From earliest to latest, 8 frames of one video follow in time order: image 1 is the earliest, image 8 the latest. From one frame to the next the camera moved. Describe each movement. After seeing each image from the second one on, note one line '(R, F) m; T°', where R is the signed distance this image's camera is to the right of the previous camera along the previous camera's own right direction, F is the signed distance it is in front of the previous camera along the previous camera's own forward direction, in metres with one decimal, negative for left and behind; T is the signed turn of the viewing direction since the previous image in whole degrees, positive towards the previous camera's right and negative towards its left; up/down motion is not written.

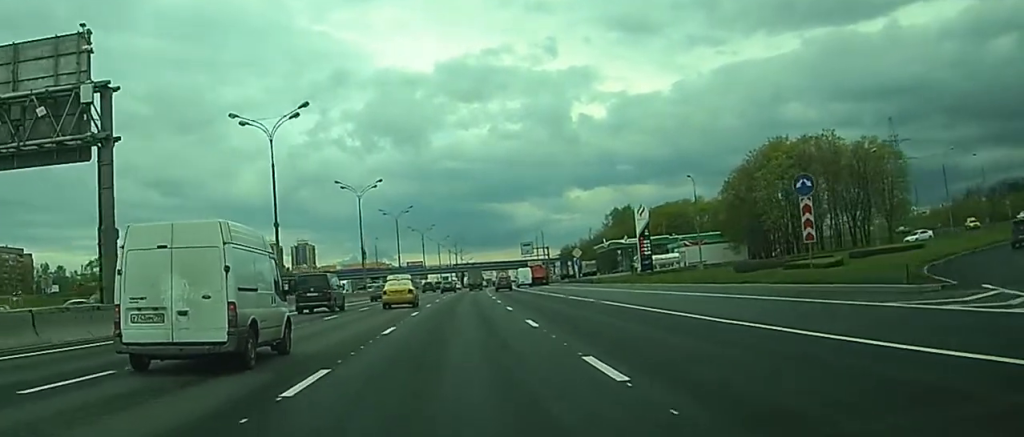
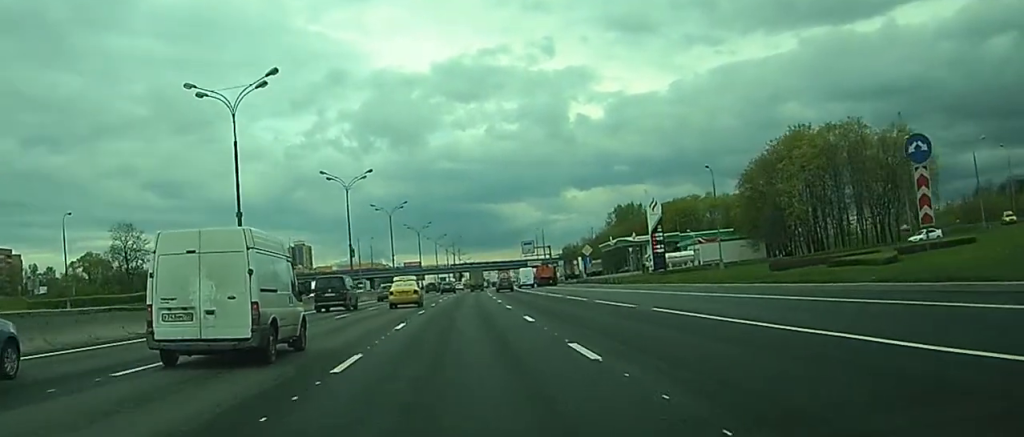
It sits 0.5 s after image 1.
(+0.1, +9.6) m; +1°
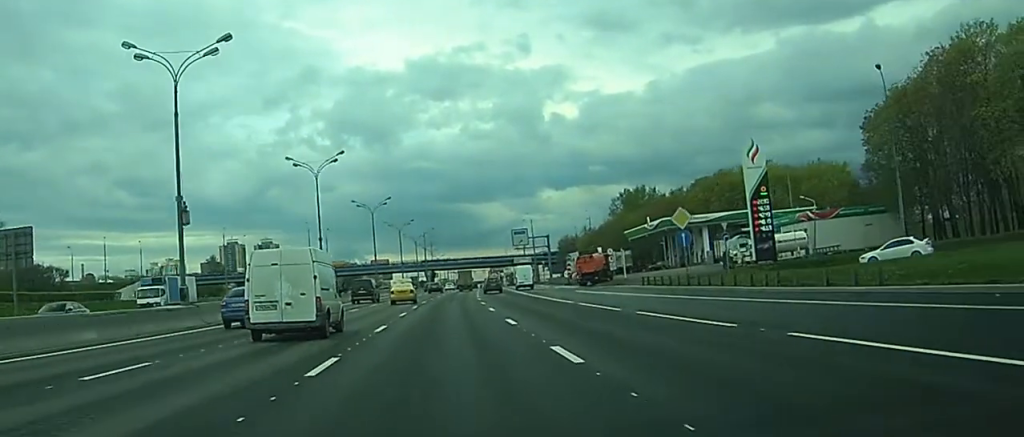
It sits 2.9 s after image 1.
(+1.5, +51.8) m; +2°
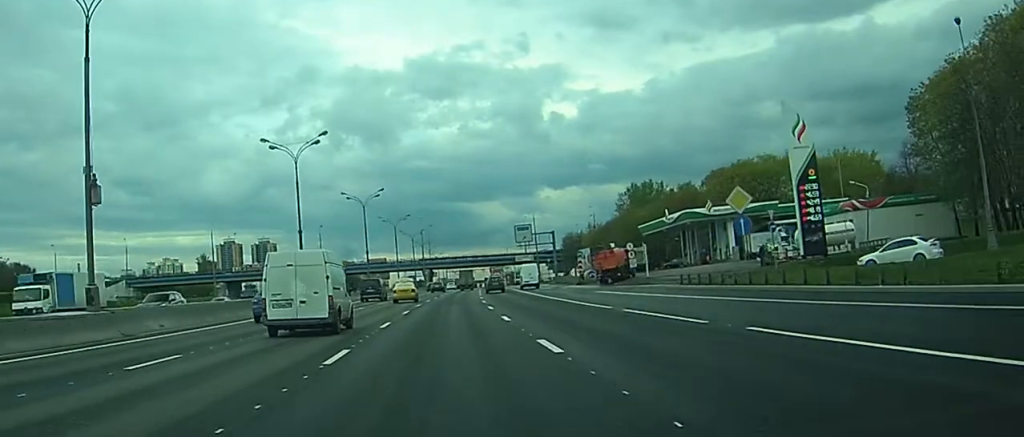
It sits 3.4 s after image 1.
(0.0, +10.9) m; 0°
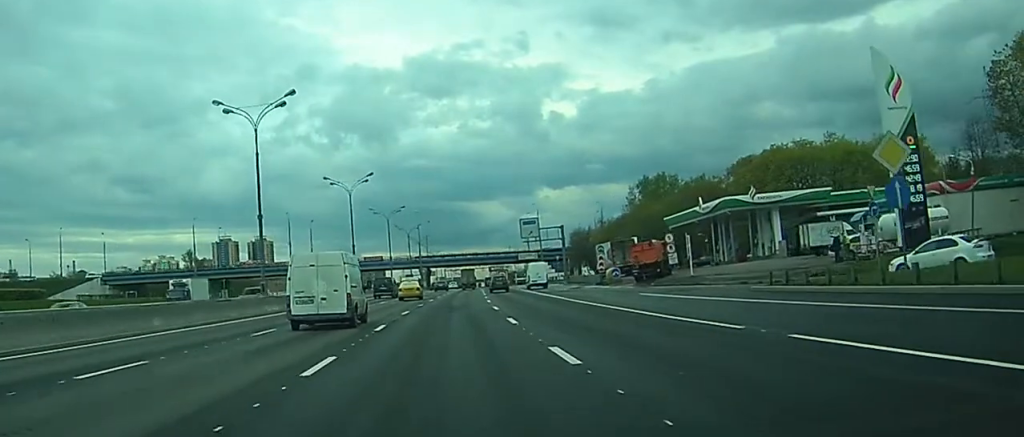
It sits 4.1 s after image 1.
(-0.1, +15.3) m; 0°
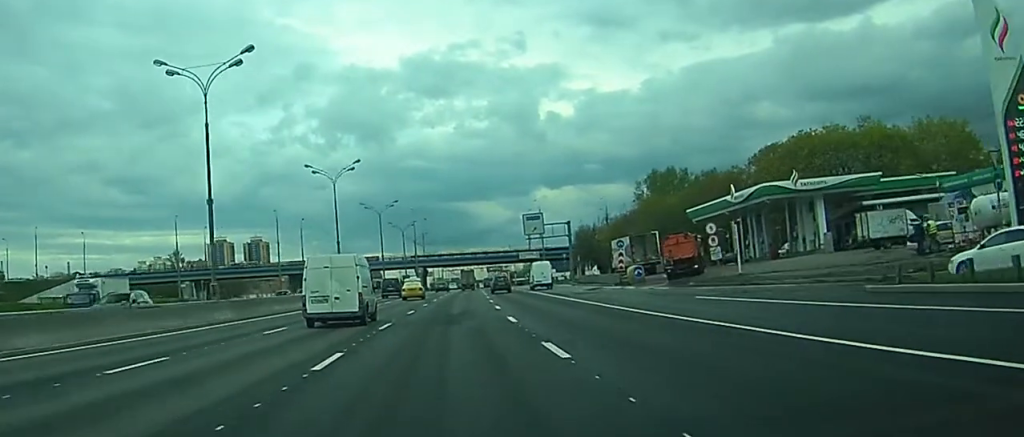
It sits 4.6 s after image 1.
(+0.1, +11.7) m; 0°
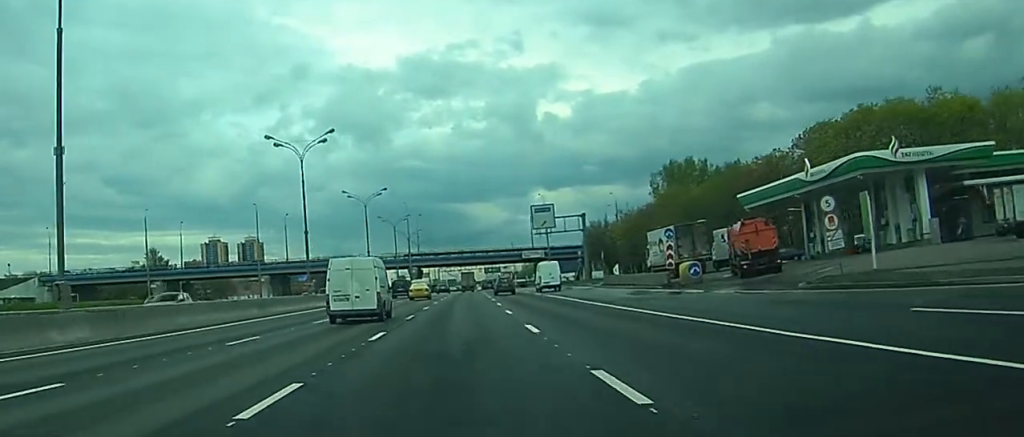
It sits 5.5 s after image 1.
(+0.1, +18.3) m; 0°
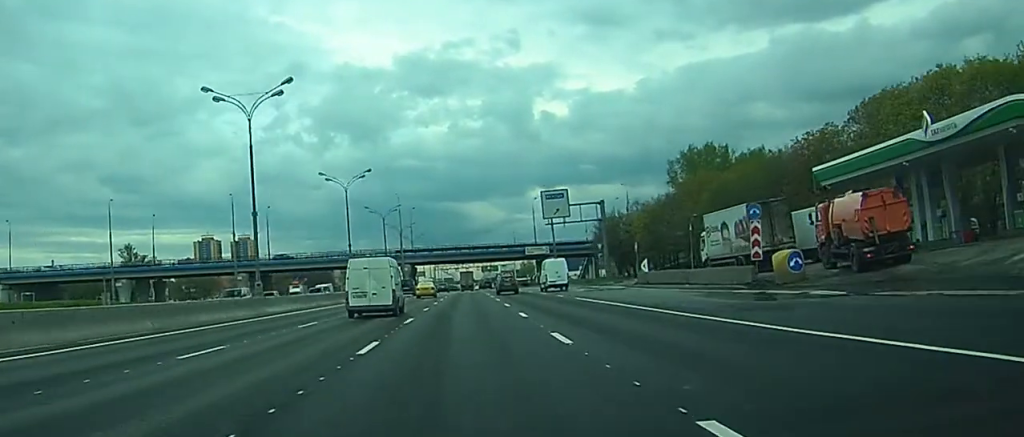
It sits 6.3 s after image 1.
(-0.3, +17.6) m; -1°
